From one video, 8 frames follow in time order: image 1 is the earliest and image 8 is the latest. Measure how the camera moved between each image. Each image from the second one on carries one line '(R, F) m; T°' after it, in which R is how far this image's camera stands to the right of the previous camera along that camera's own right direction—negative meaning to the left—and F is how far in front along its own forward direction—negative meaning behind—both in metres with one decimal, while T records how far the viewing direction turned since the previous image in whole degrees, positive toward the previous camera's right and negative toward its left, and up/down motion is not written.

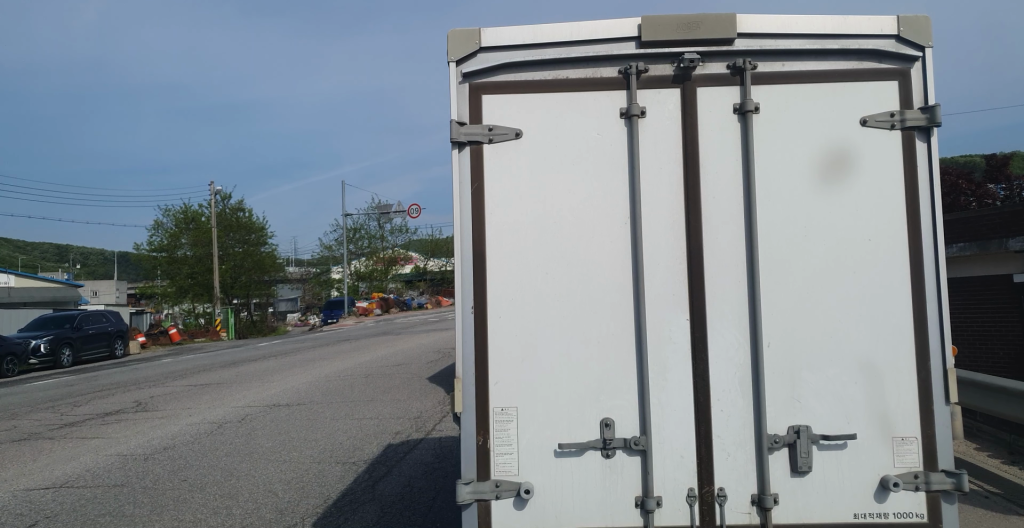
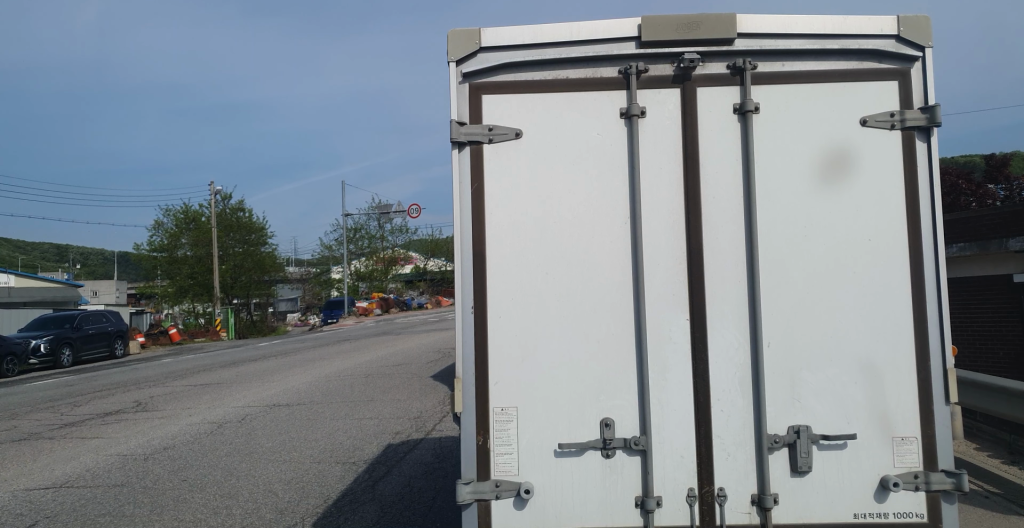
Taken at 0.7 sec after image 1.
(0.0, 0.0) m; 0°
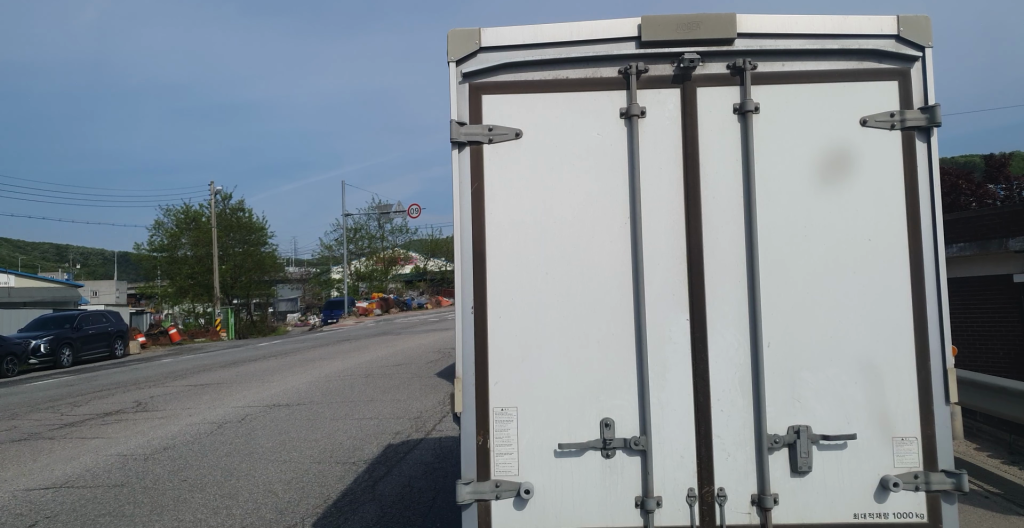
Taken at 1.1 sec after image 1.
(0.0, 0.0) m; 0°
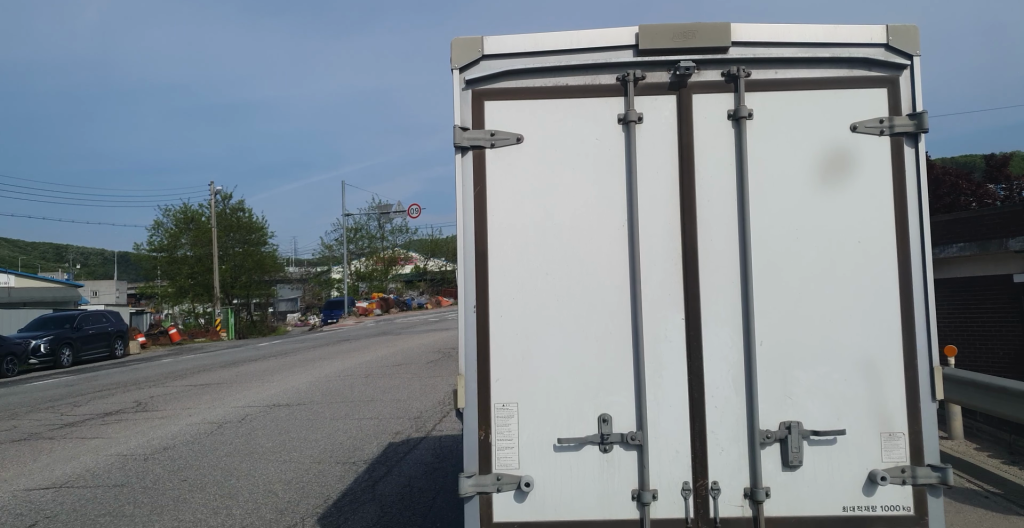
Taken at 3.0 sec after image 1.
(+0.1, +0.3) m; 0°
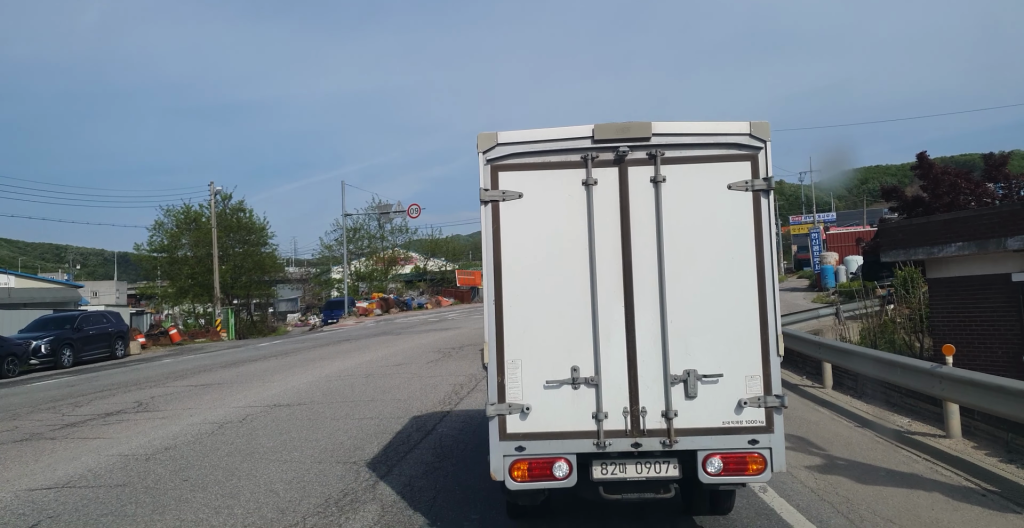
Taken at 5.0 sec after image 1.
(+0.2, +0.5) m; 0°
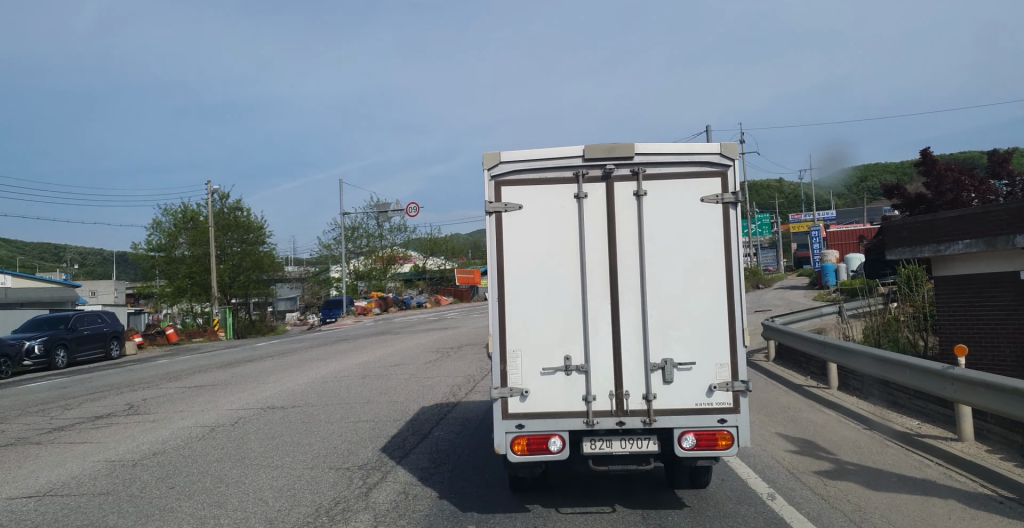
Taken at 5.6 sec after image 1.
(+0.1, +0.5) m; 0°
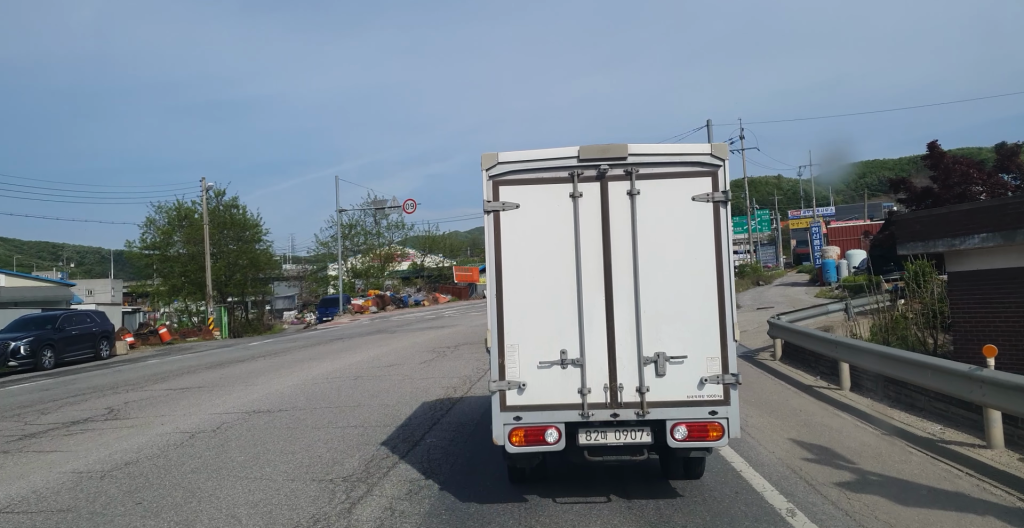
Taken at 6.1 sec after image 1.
(+0.1, +0.5) m; 0°
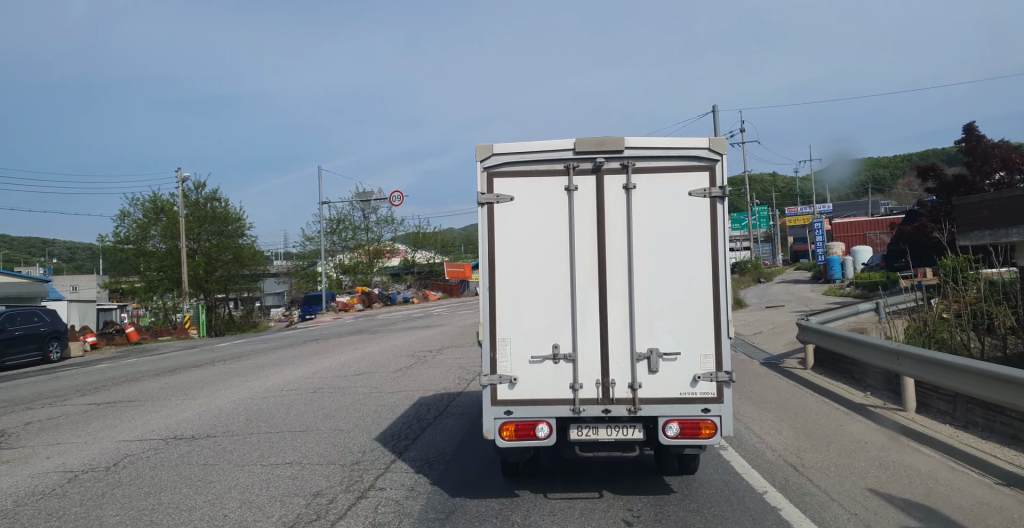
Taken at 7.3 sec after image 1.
(0.0, +2.3) m; +1°
